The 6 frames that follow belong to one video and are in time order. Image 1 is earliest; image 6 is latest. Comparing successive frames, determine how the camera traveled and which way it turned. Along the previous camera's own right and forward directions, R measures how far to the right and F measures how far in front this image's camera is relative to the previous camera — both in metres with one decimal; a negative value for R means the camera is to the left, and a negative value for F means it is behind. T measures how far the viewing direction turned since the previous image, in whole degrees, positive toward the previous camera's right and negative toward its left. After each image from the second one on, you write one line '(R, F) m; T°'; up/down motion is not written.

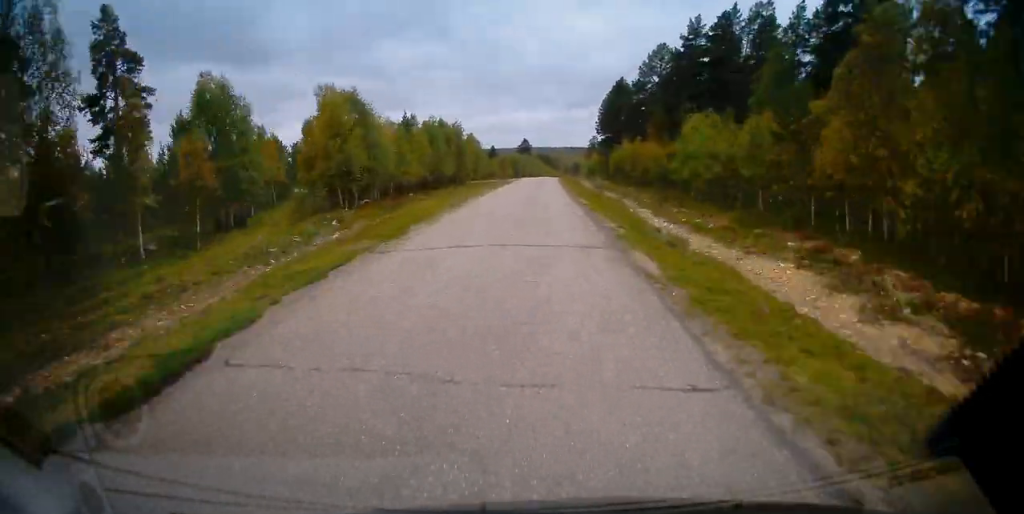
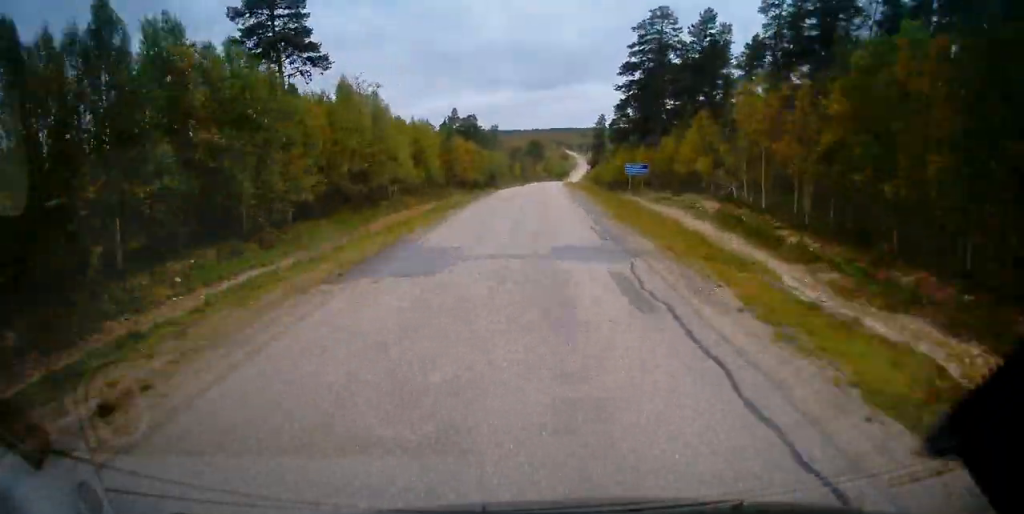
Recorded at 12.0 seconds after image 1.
(+8.2, +190.5) m; +5°
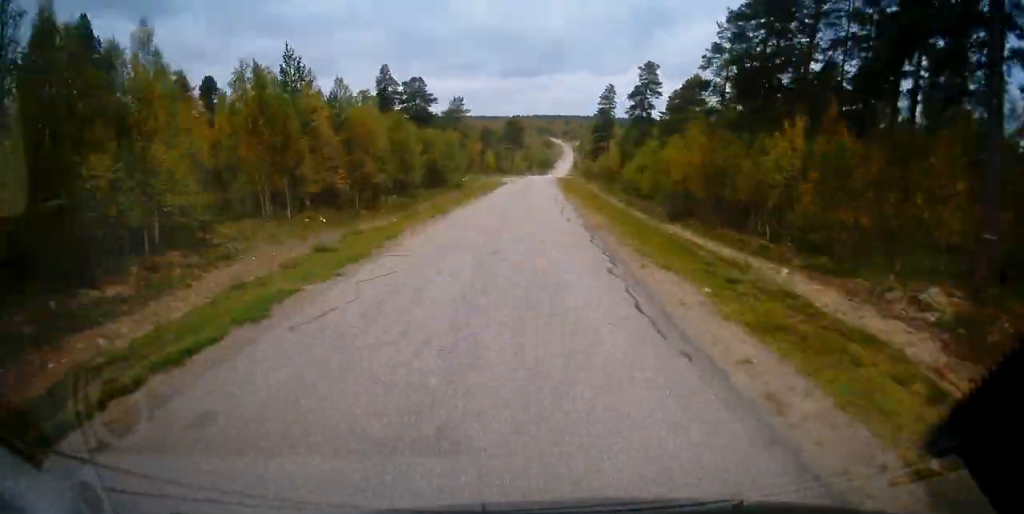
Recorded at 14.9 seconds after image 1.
(+0.8, +41.5) m; +1°
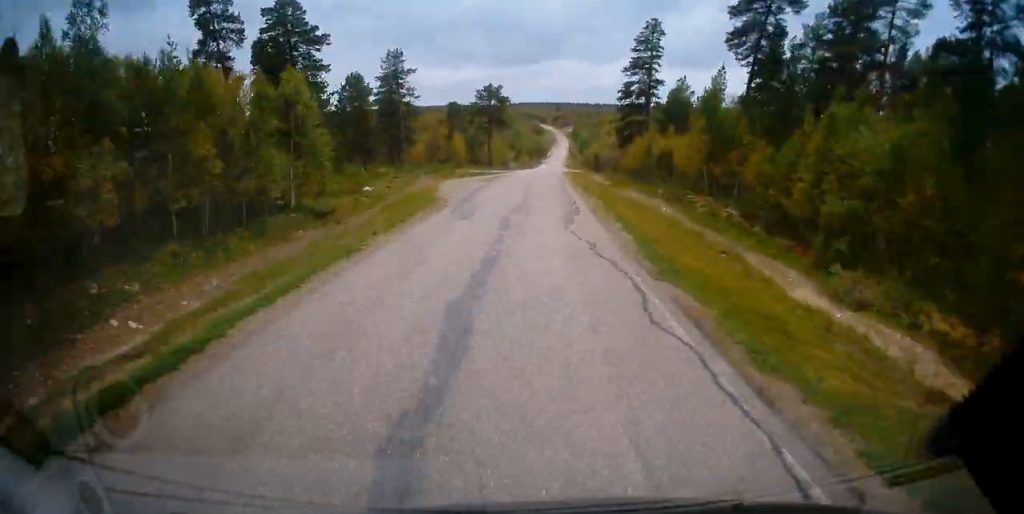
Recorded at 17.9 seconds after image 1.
(+0.5, +41.9) m; +2°
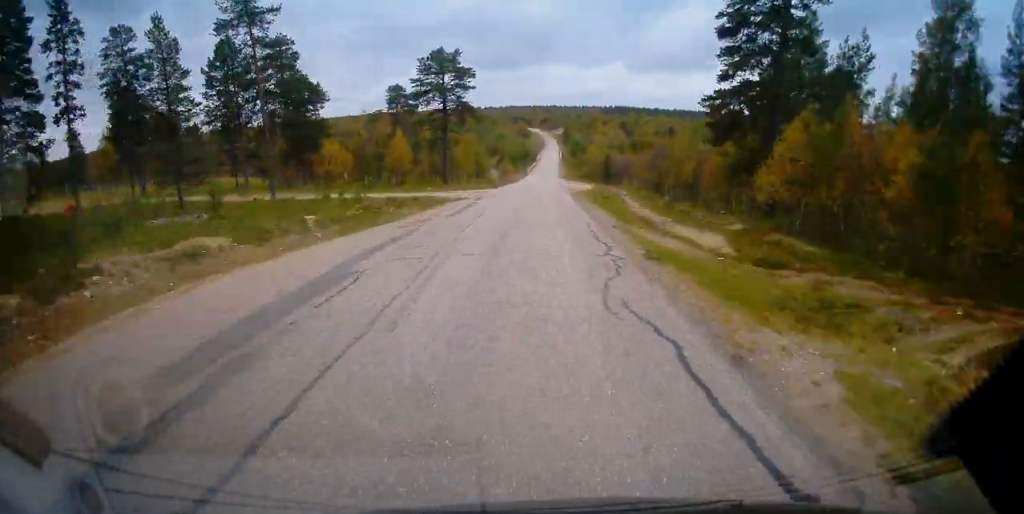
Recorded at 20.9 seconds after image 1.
(+0.5, +38.7) m; +1°
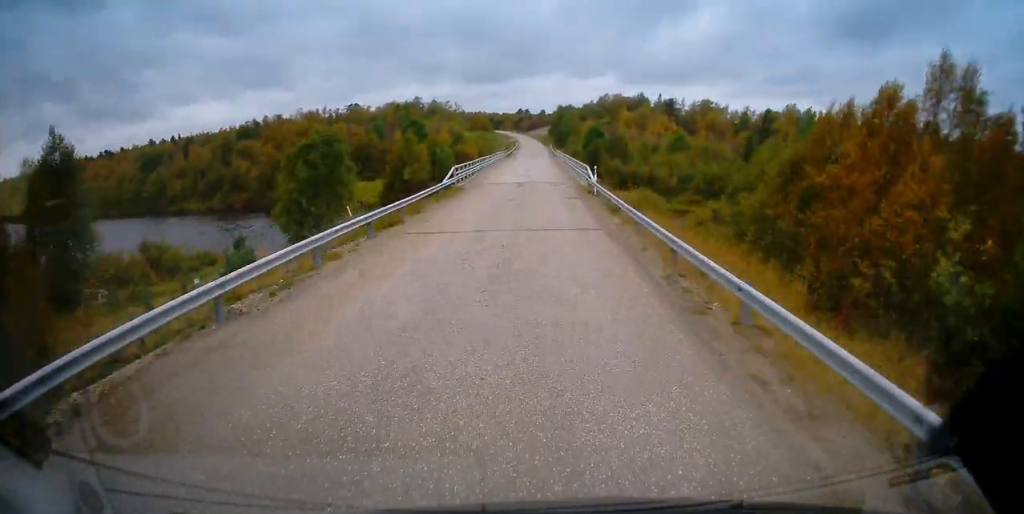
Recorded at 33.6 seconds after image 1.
(+3.0, +127.4) m; +2°
